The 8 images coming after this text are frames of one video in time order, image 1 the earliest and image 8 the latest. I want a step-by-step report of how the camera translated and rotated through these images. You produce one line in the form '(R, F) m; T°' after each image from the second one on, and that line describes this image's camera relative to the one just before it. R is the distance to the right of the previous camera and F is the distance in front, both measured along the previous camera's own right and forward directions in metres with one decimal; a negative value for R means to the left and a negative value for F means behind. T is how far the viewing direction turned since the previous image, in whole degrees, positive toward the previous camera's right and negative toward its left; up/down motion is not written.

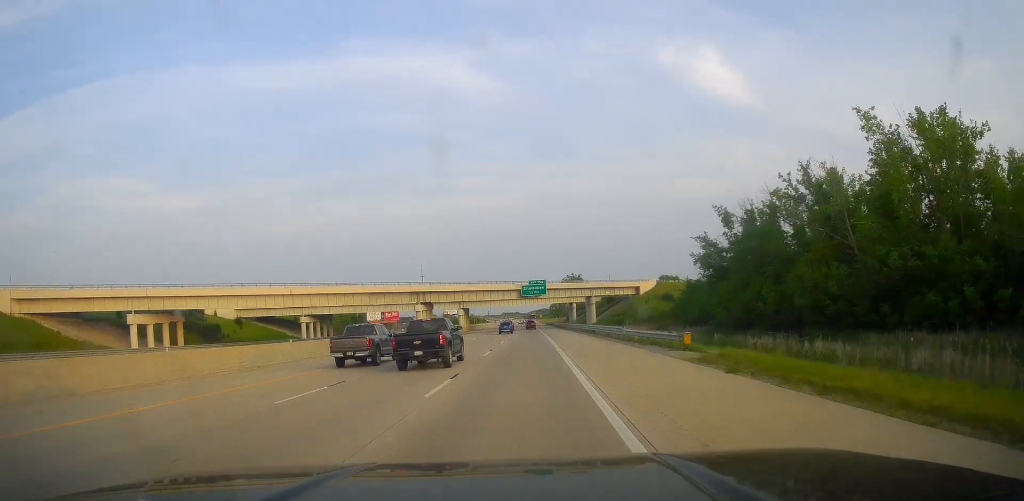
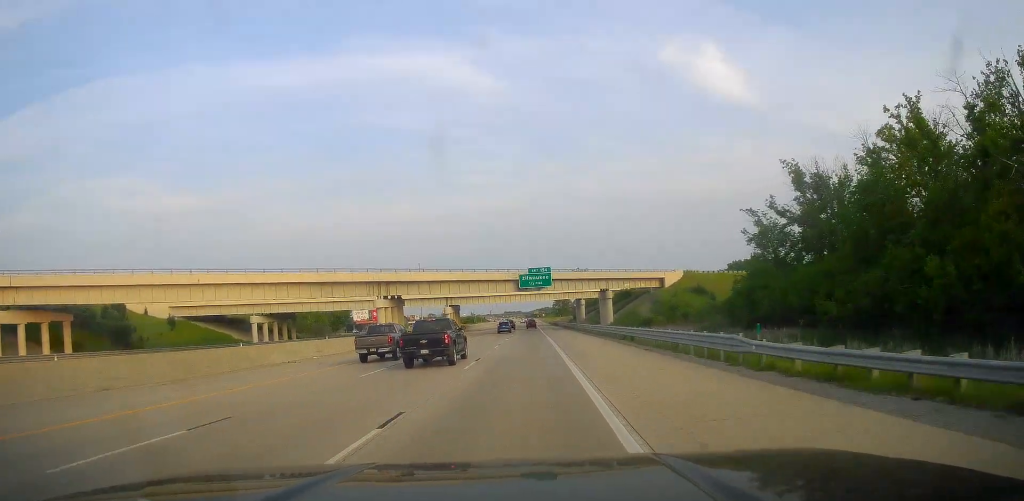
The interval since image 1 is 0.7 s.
(+0.2, +22.9) m; -1°
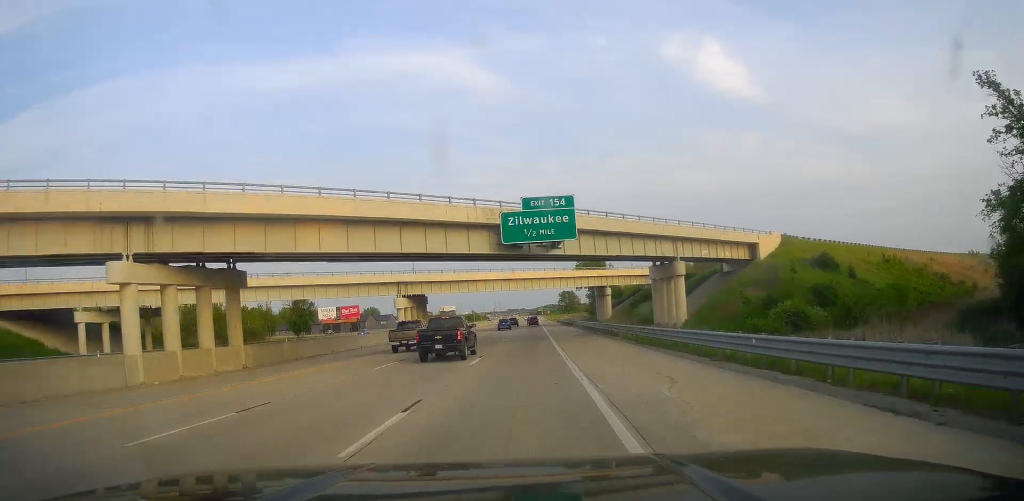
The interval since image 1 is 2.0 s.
(-1.2, +43.7) m; -2°
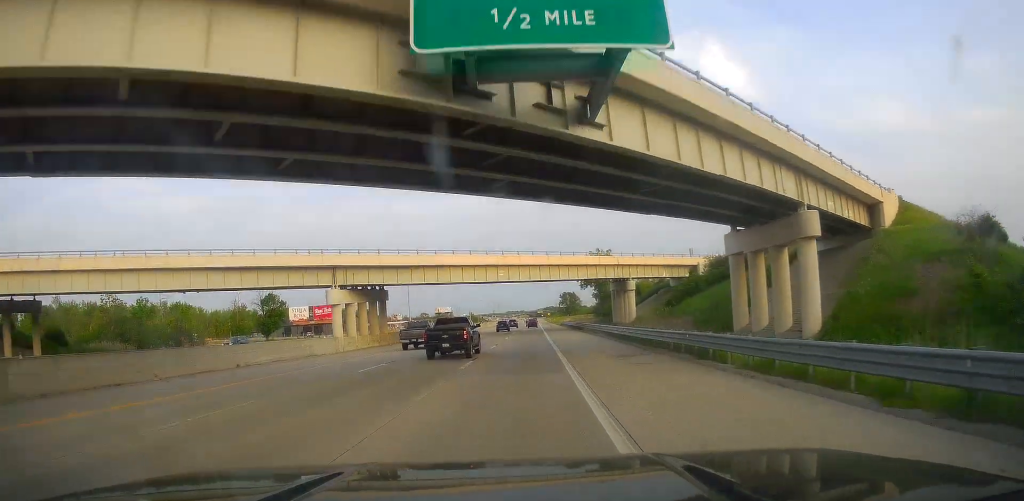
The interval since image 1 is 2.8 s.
(+0.3, +24.1) m; +1°
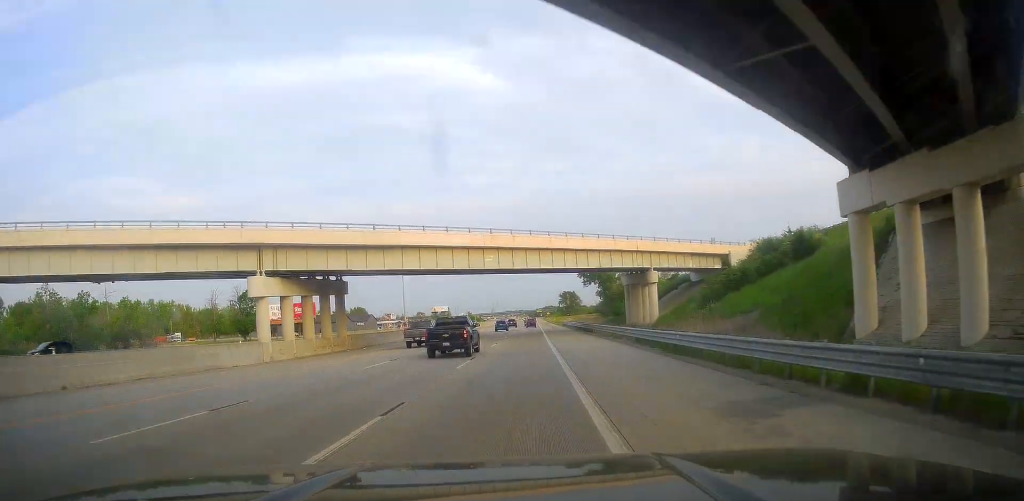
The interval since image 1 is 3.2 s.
(+0.1, +14.2) m; +1°
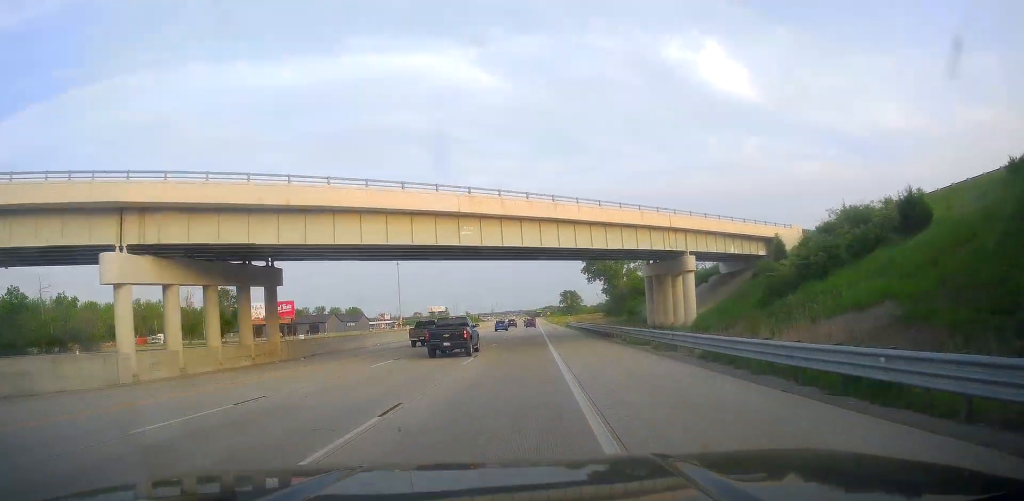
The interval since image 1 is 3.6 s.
(+0.2, +14.3) m; 0°
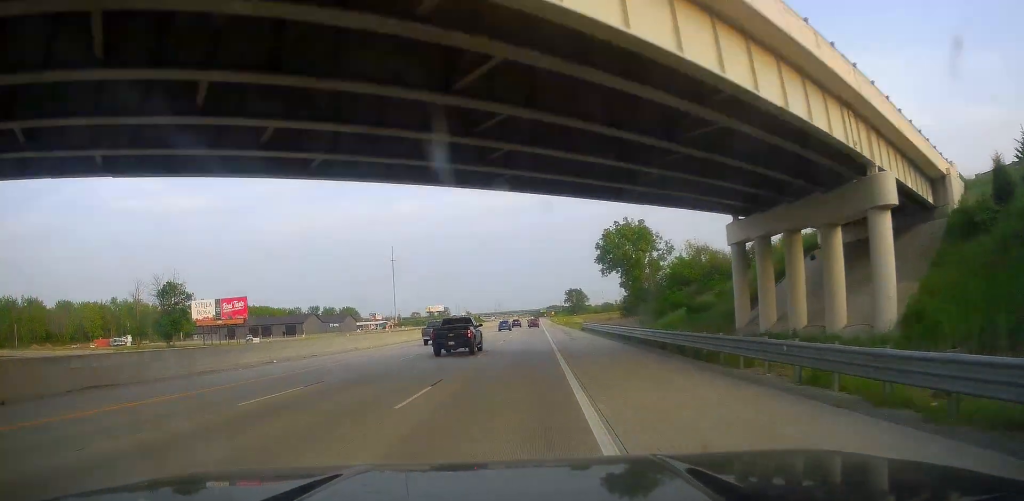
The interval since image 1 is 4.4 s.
(+0.1, +26.3) m; 0°
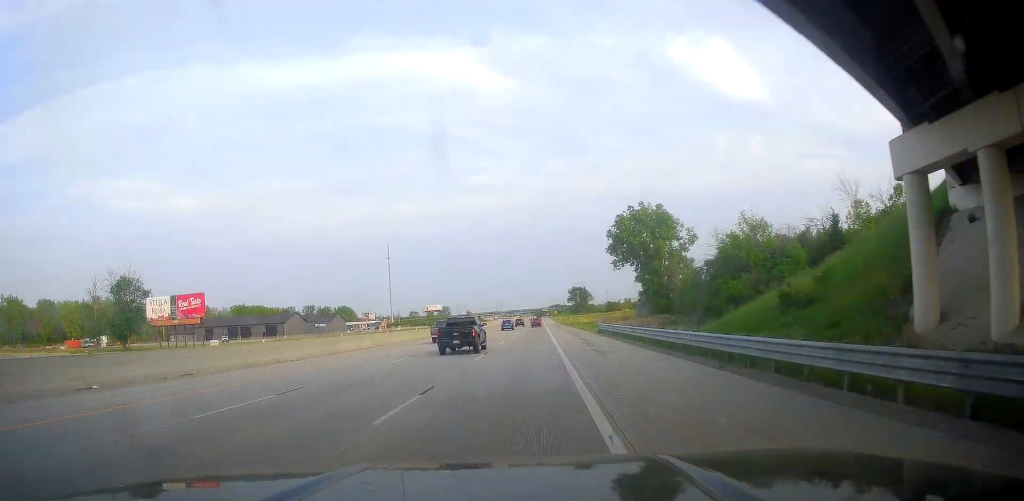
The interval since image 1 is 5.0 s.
(0.0, +17.5) m; 0°
